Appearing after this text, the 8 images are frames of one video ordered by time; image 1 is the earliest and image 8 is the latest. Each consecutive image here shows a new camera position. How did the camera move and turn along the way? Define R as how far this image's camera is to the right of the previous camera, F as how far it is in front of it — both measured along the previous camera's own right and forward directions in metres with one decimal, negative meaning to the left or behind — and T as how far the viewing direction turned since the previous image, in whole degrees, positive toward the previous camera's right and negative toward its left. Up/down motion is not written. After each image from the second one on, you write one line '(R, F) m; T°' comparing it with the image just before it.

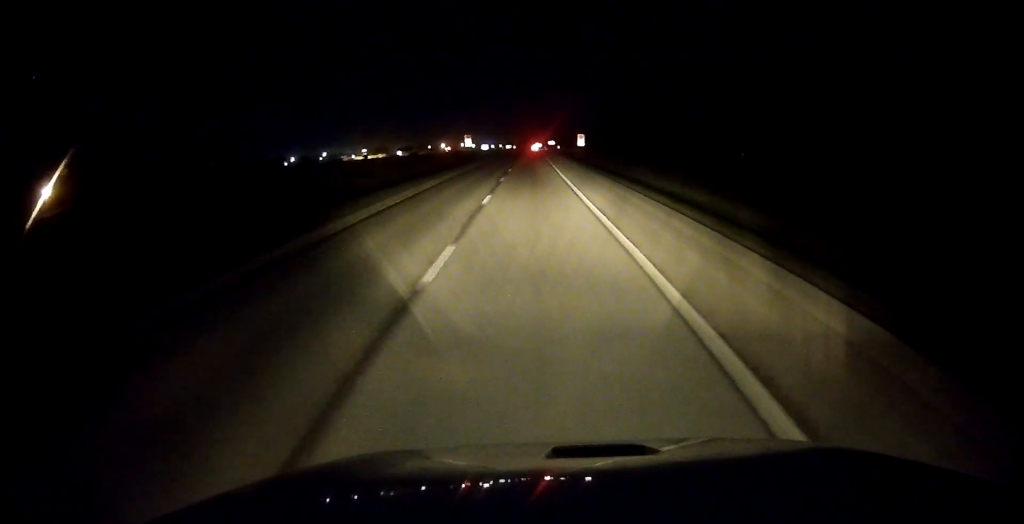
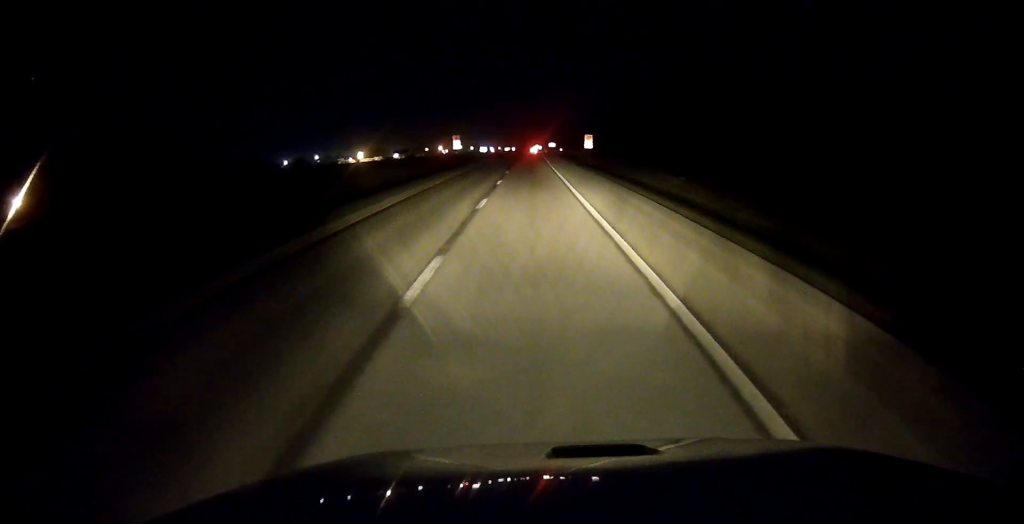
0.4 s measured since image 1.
(+0.1, +13.1) m; -1°
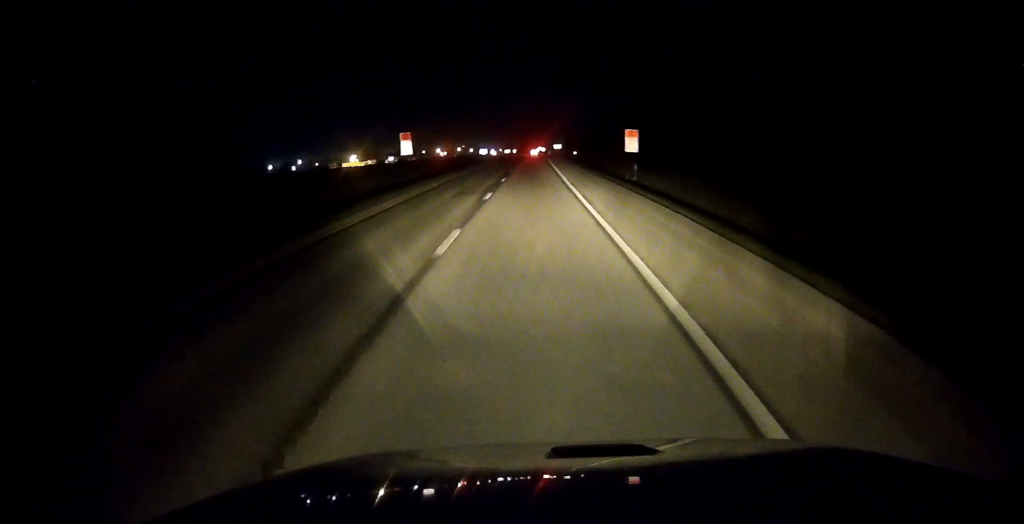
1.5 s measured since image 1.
(-0.5, +32.3) m; -1°
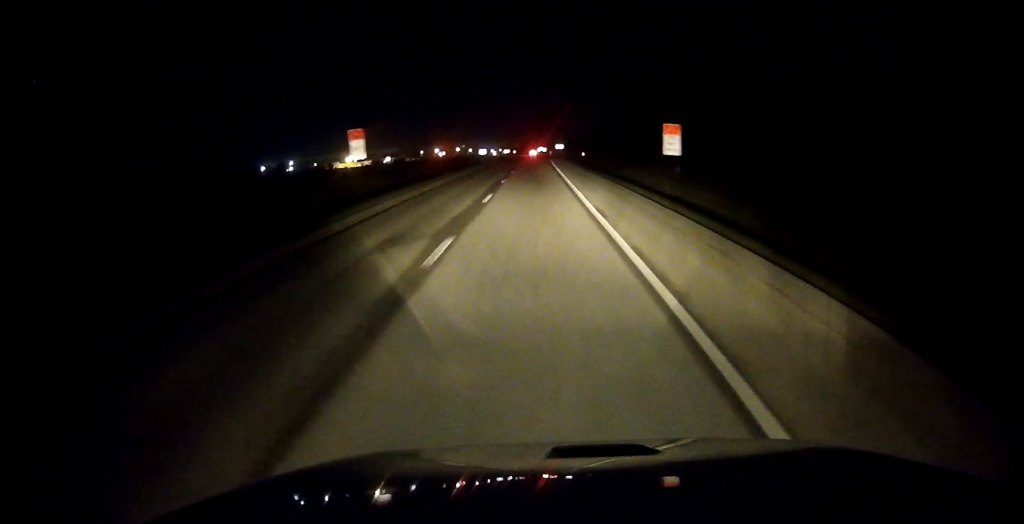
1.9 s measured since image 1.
(0.0, +13.1) m; 0°
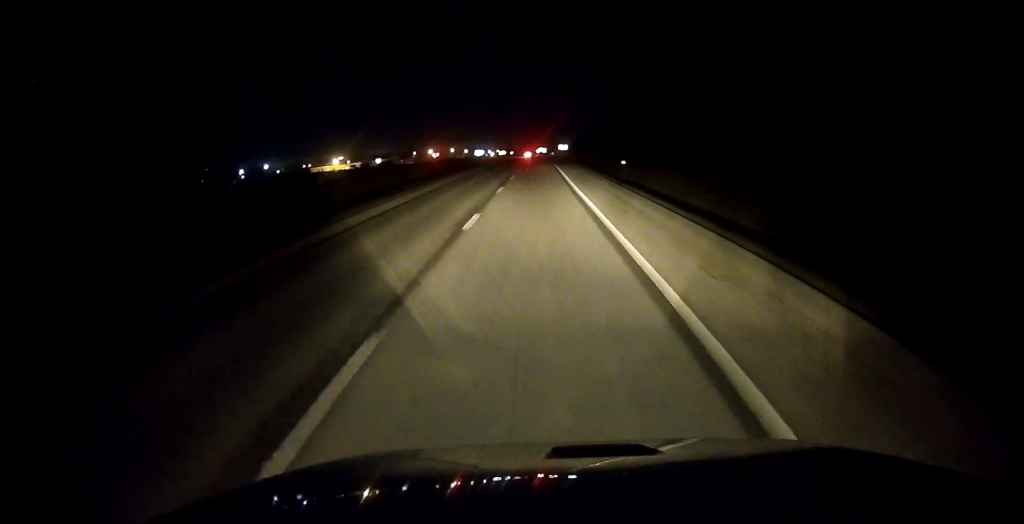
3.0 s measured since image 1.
(+0.3, +31.2) m; 0°
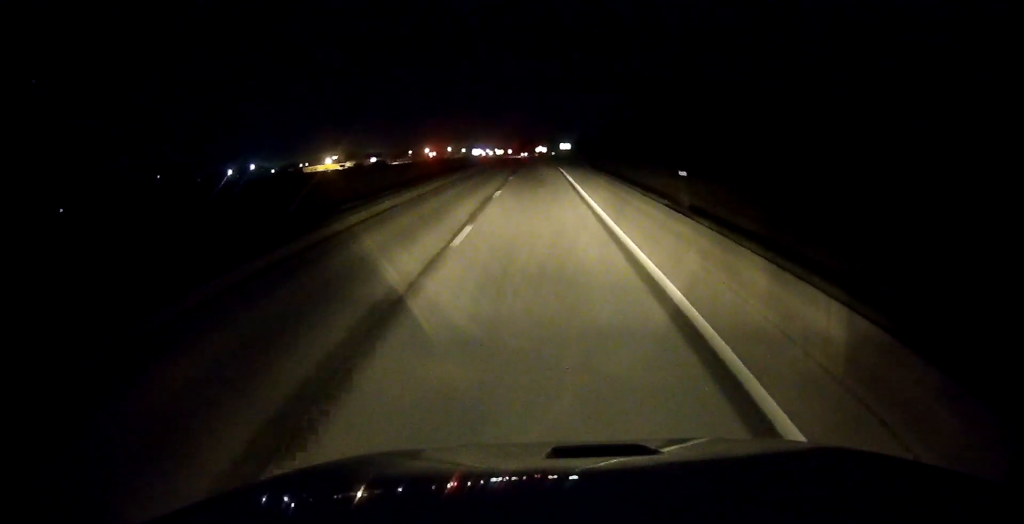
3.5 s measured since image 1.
(-0.1, +15.1) m; 0°
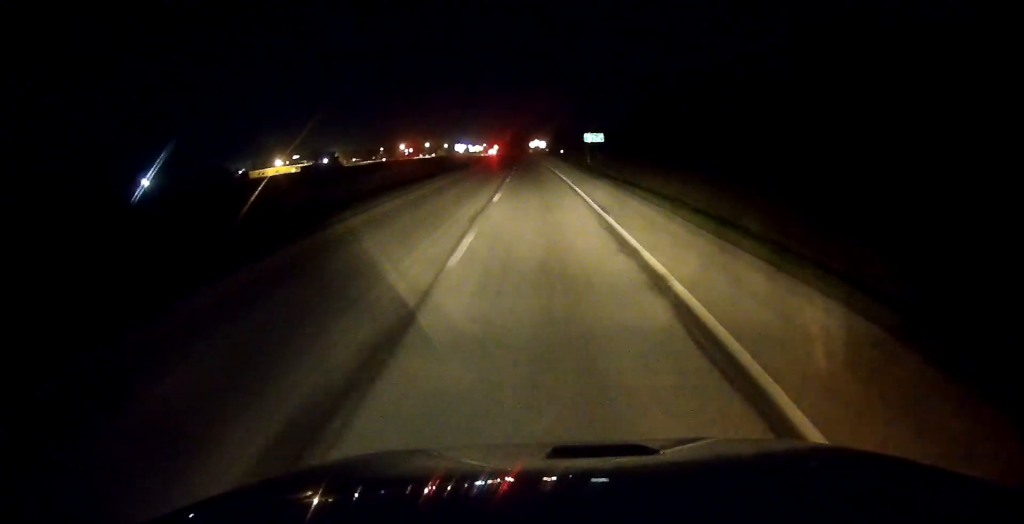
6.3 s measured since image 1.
(+0.9, +84.7) m; +1°
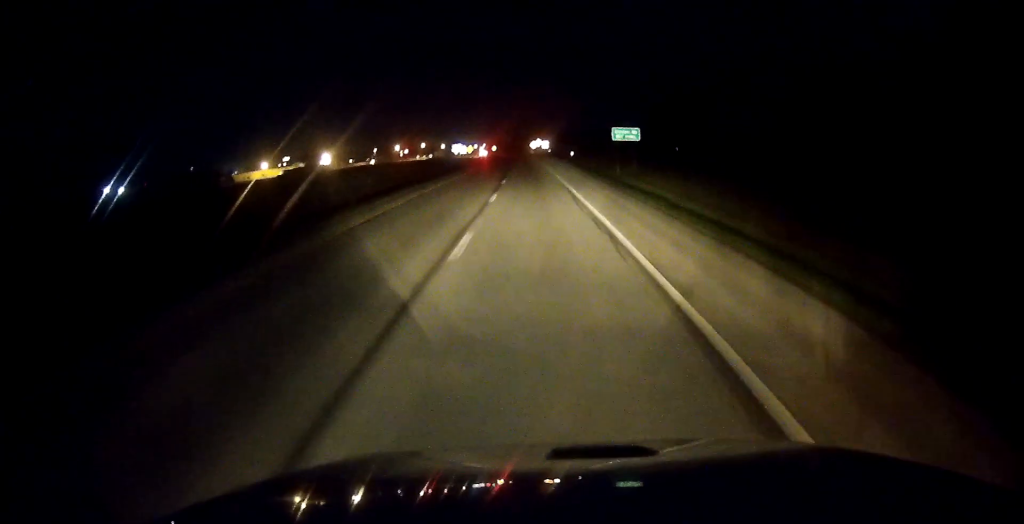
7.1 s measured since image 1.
(-0.1, +23.1) m; -1°
